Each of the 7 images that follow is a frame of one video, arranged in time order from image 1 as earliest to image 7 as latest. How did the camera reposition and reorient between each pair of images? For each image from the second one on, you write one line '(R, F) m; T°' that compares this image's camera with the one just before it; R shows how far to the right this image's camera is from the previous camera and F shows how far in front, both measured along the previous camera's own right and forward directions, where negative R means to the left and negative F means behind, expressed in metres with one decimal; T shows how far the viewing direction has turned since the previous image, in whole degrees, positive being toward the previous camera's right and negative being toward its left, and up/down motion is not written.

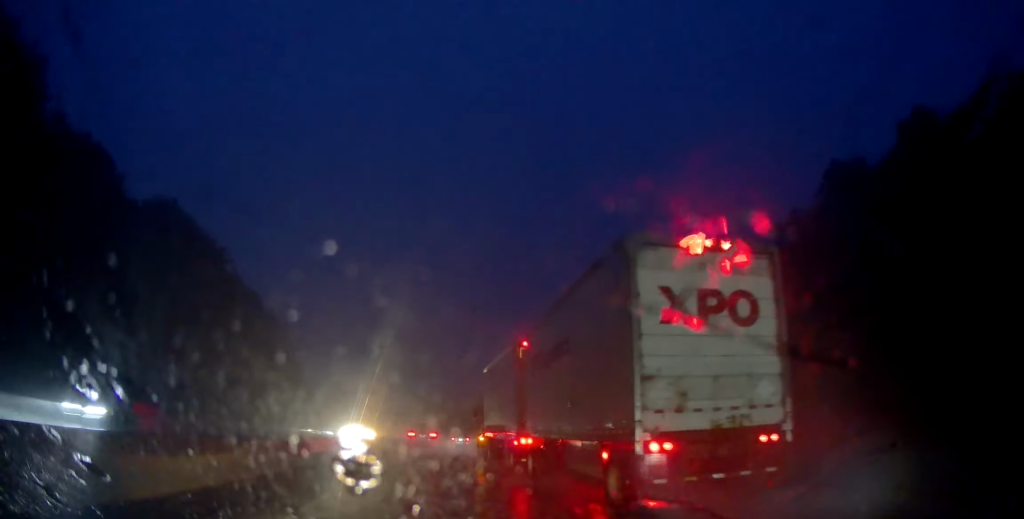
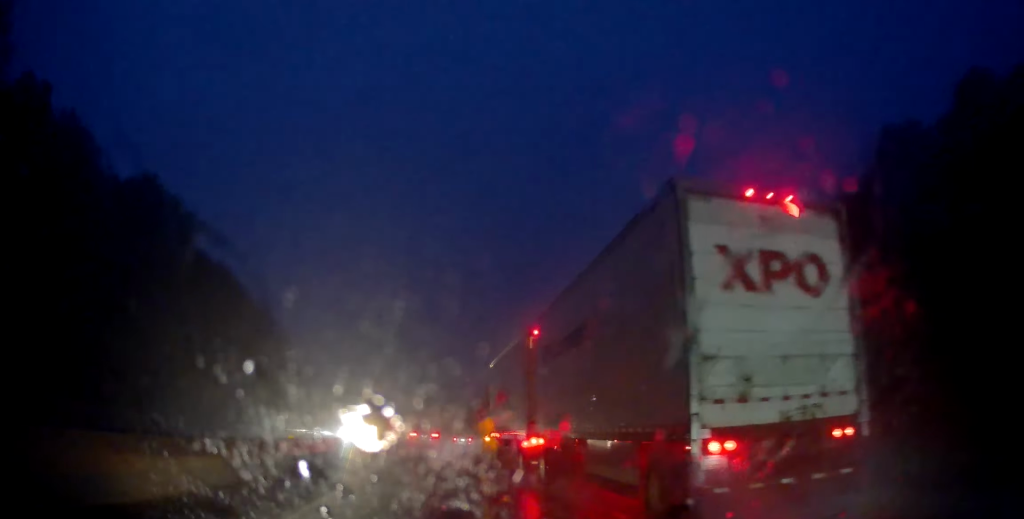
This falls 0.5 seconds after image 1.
(-0.5, +9.7) m; -1°
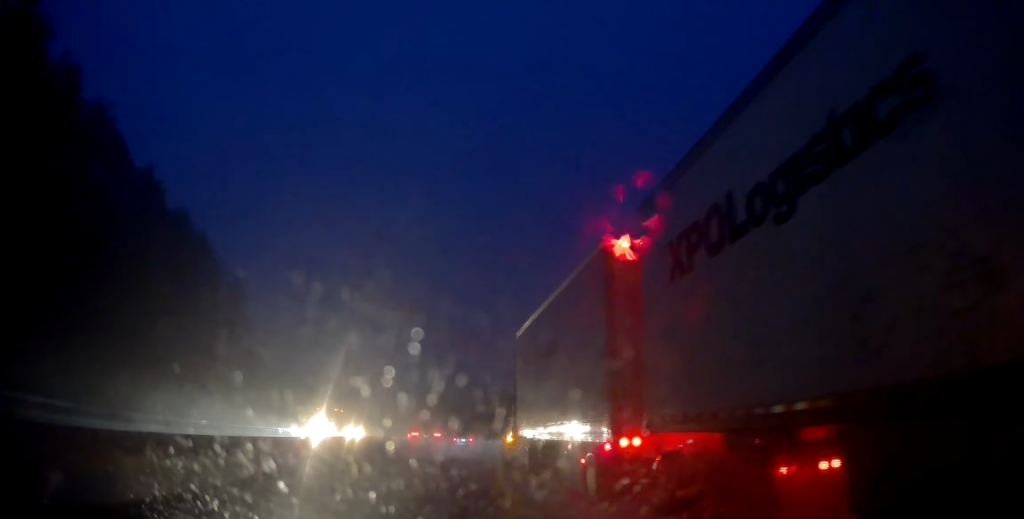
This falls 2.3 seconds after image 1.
(-0.4, +38.5) m; -1°
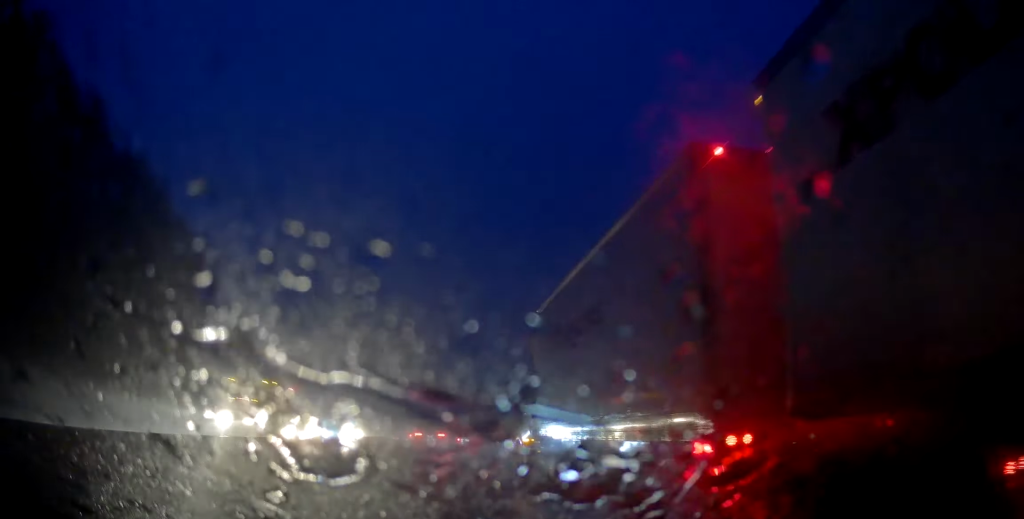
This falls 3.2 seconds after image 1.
(-0.2, +18.3) m; -1°
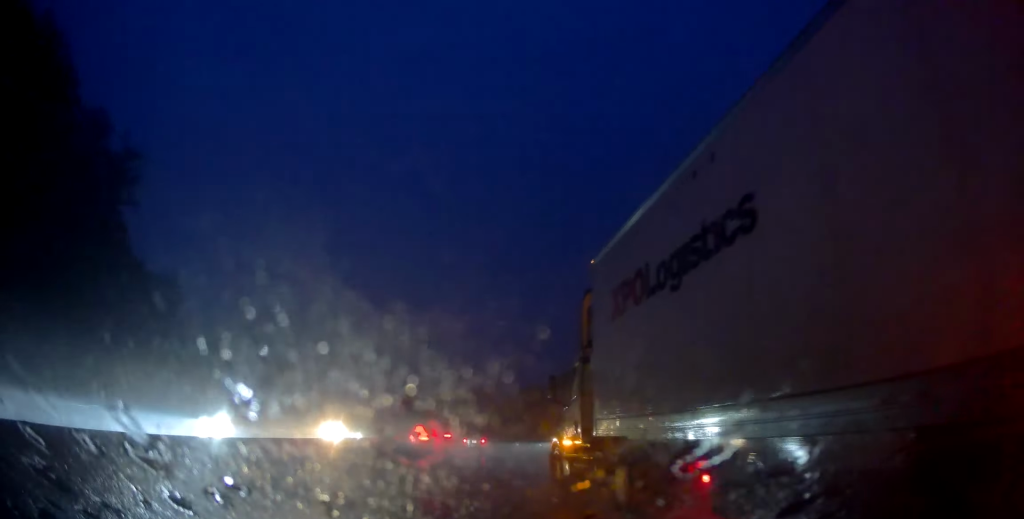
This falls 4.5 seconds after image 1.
(0.0, +26.9) m; 0°
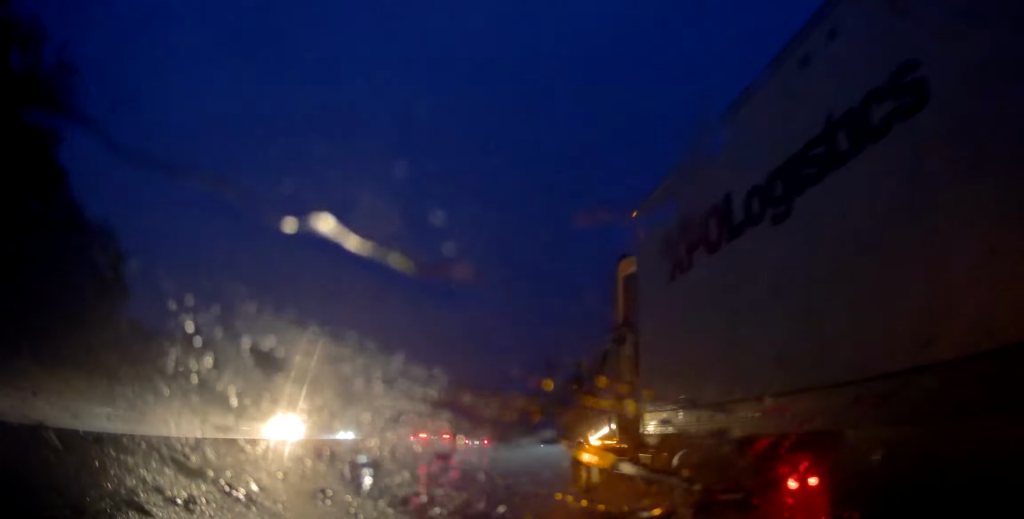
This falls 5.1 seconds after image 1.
(0.0, +14.1) m; 0°
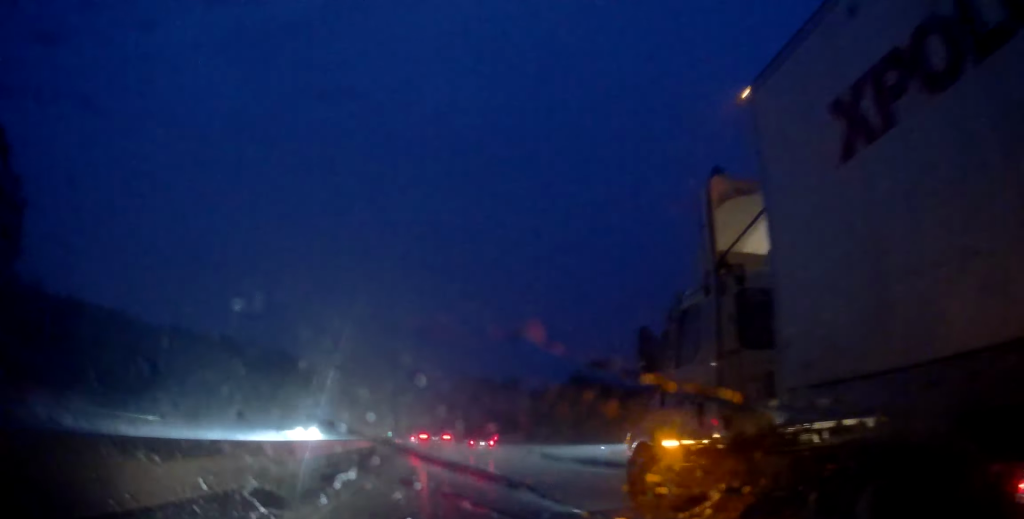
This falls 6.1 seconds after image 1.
(-0.1, +20.4) m; -1°
